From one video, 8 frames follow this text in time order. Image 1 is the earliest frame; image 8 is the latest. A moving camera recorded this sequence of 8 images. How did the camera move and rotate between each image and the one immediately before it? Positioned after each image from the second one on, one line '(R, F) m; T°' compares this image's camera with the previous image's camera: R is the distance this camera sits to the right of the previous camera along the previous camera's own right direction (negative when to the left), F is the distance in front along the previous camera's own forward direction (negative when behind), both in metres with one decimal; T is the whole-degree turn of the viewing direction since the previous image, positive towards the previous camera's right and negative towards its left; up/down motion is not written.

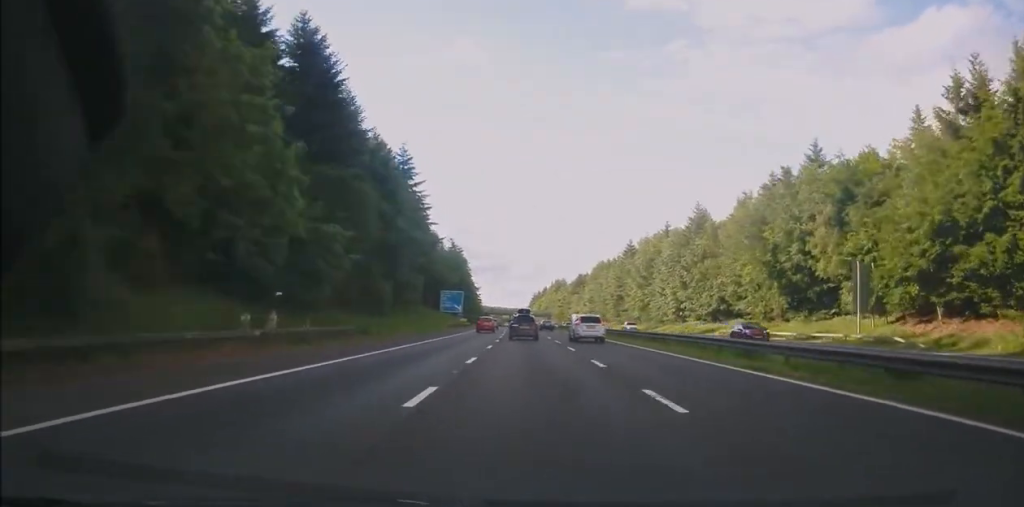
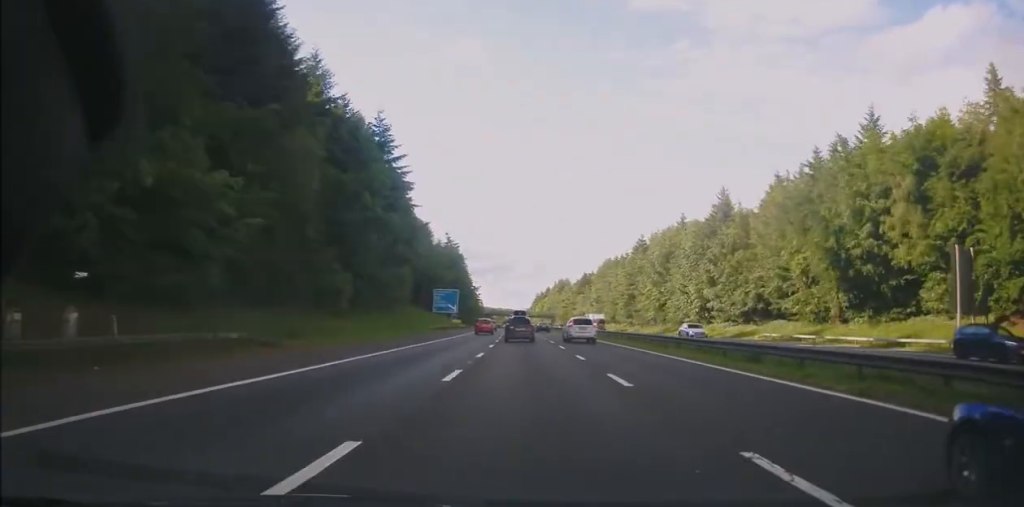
(+0.2, +13.8) m; 0°
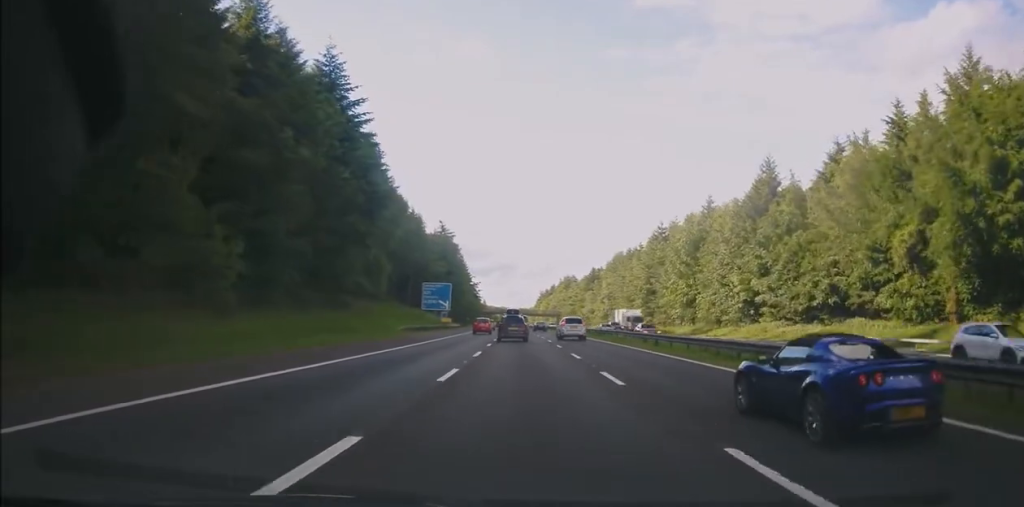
(-0.1, +18.0) m; -1°
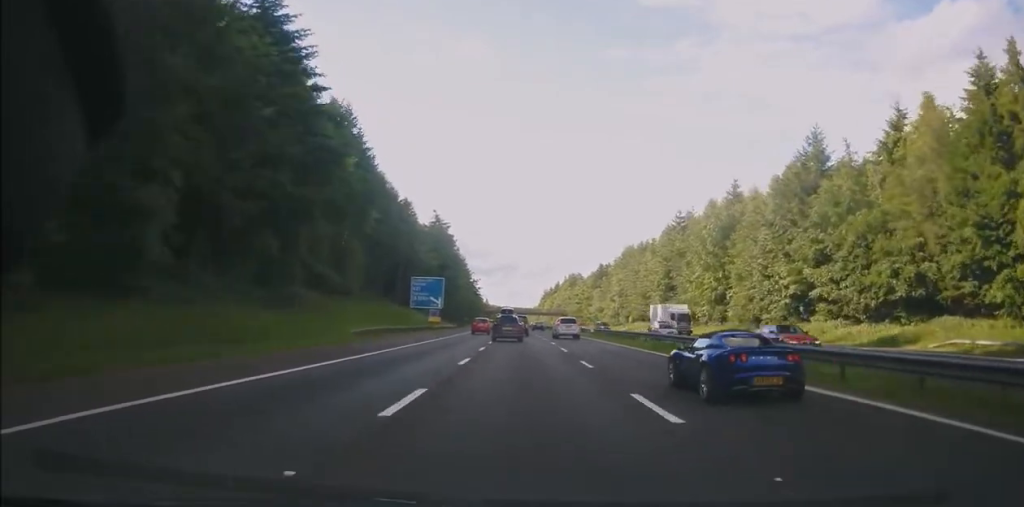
(-0.1, +13.6) m; -1°
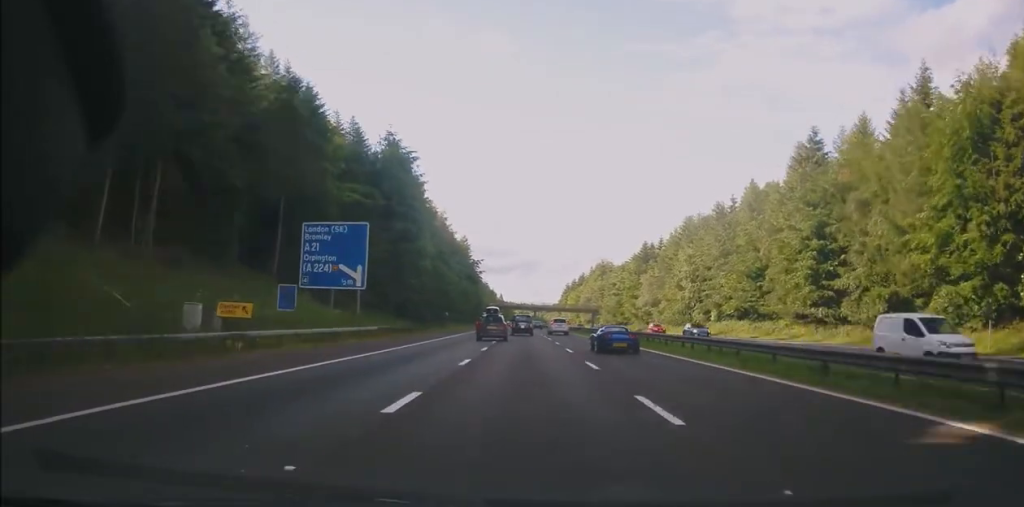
(-0.2, +55.4) m; -1°
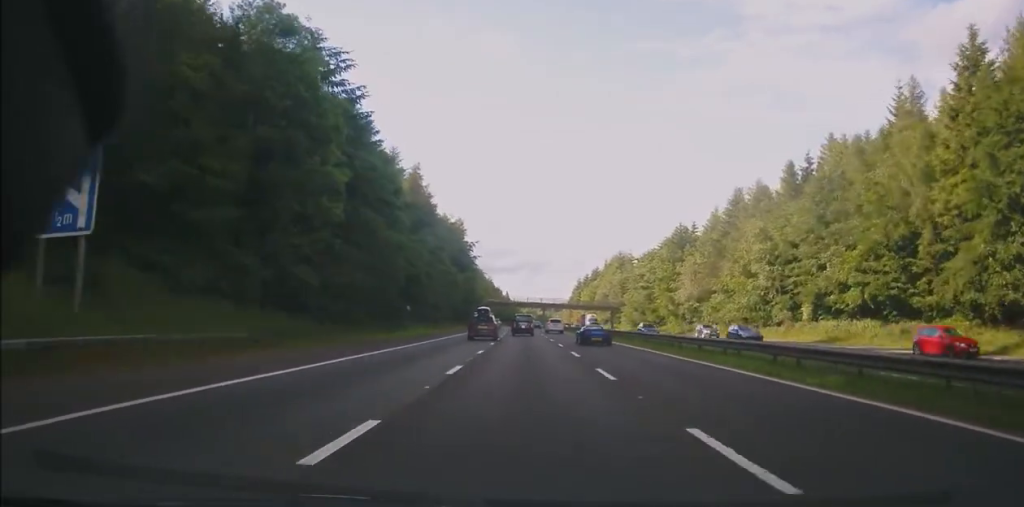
(-0.5, +30.0) m; -1°
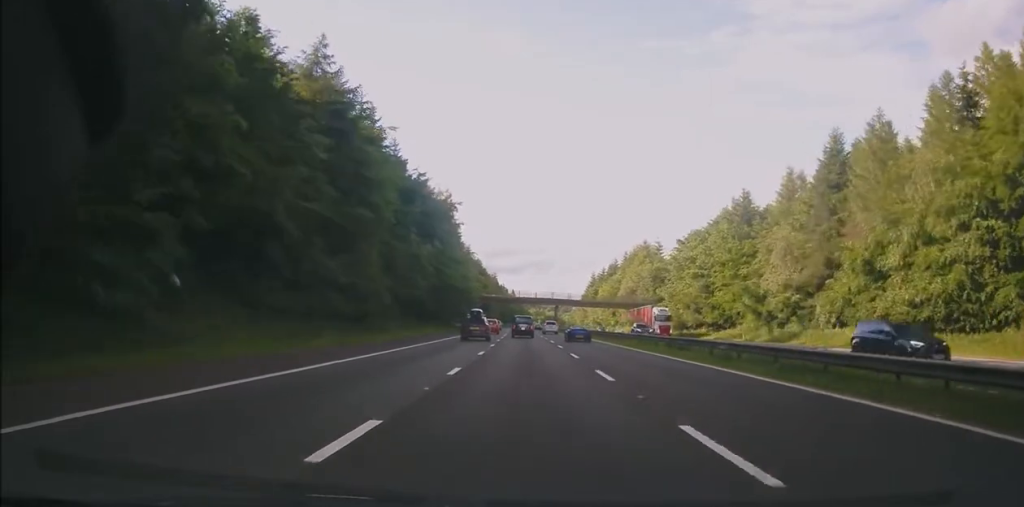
(+0.3, +35.7) m; 0°
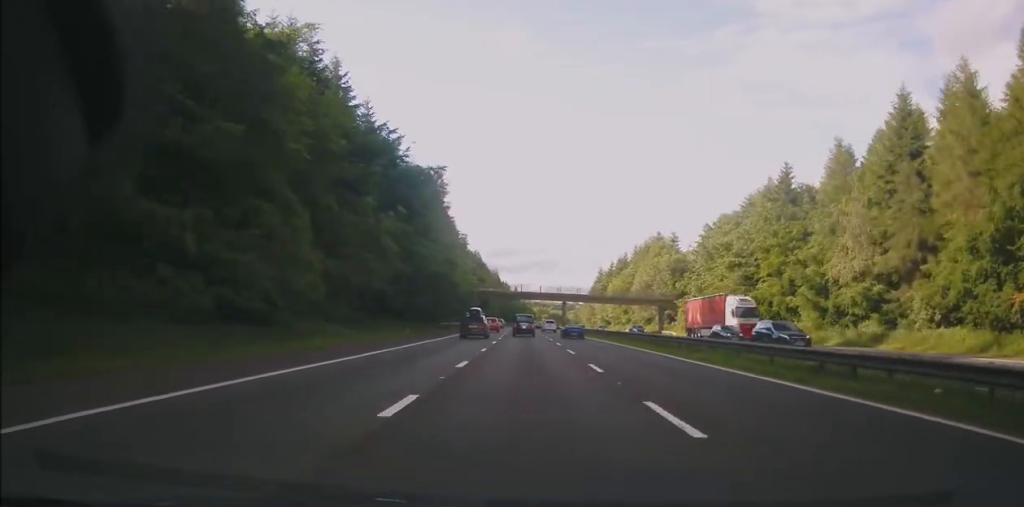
(-0.2, +15.7) m; 0°
